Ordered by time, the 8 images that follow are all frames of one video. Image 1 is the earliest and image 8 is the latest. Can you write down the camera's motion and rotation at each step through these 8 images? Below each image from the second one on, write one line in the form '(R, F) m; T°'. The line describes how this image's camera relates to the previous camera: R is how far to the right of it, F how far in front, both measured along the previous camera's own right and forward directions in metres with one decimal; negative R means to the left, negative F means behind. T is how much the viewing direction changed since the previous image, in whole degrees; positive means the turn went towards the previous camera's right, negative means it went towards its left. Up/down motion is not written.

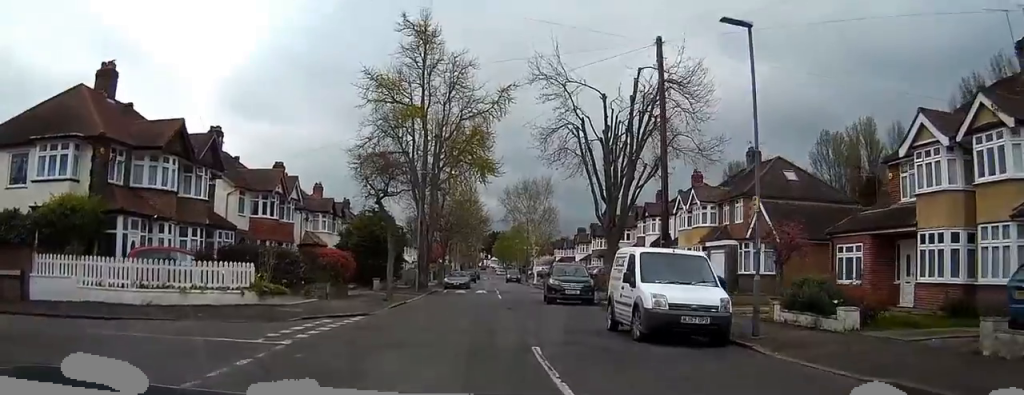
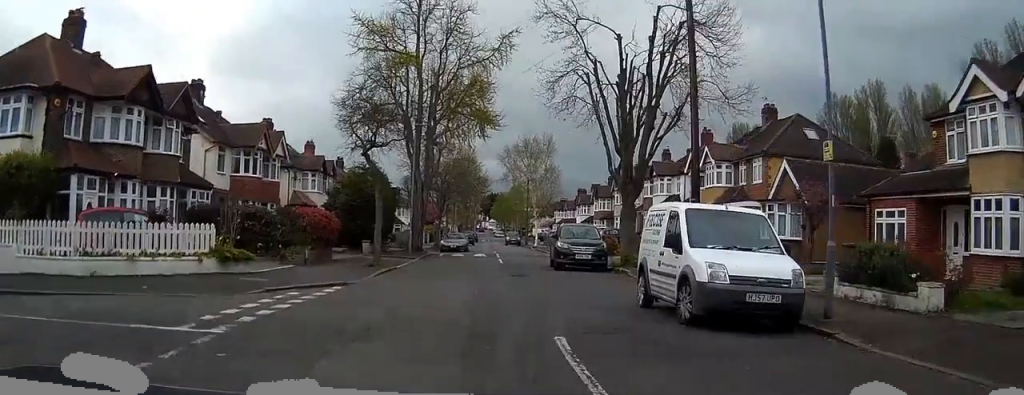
(0.0, +3.3) m; +2°
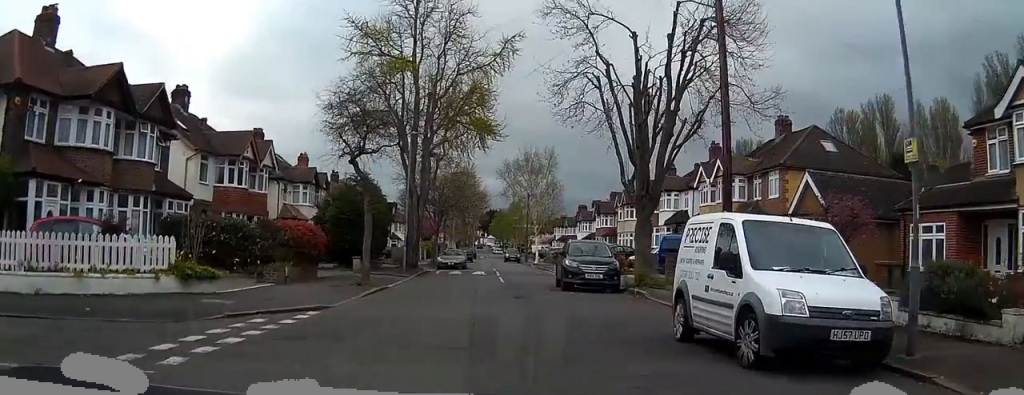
(-0.1, +2.4) m; +3°
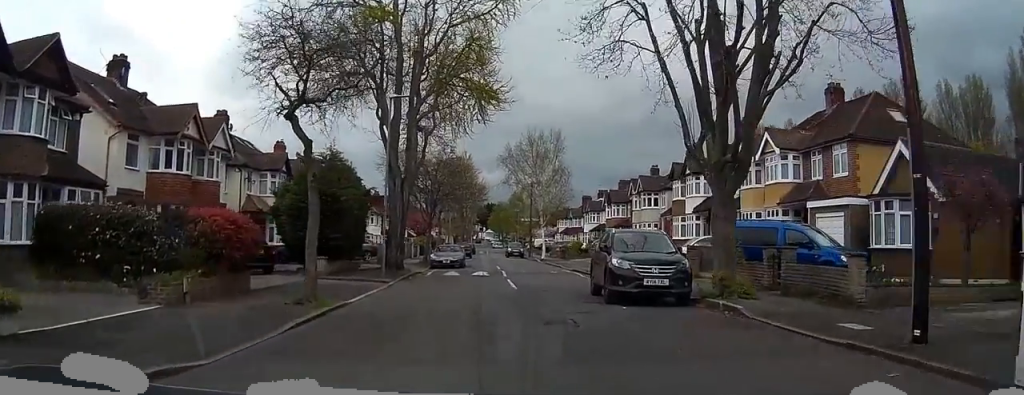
(+0.5, +7.8) m; +1°
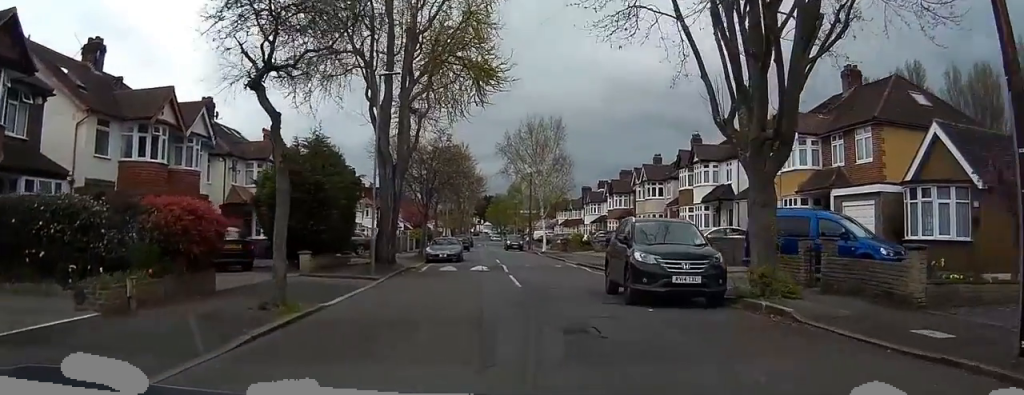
(0.0, +2.4) m; -2°
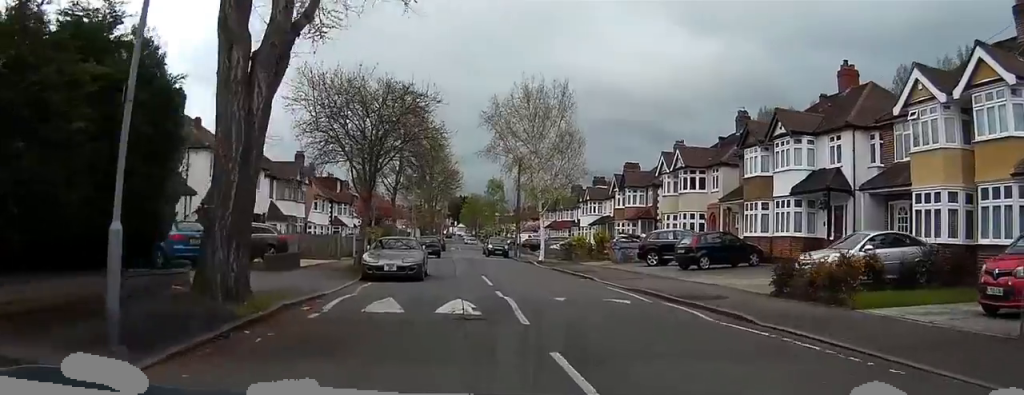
(-0.8, +16.5) m; -4°
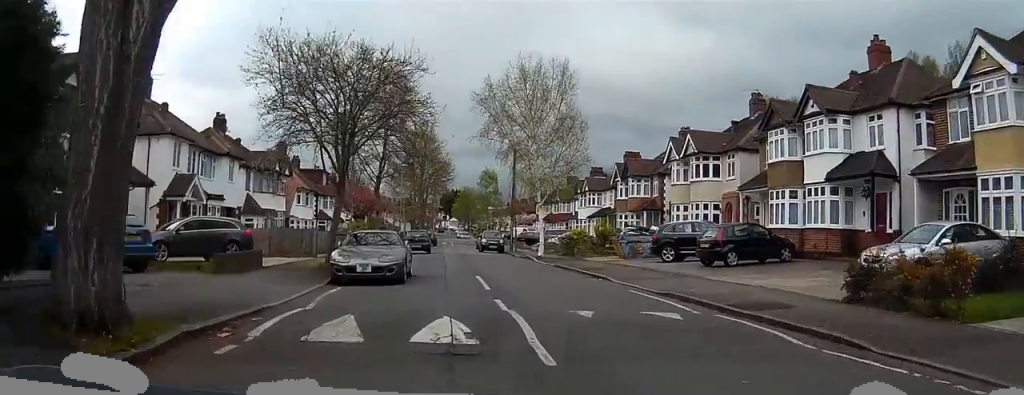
(-0.2, +3.9) m; 0°
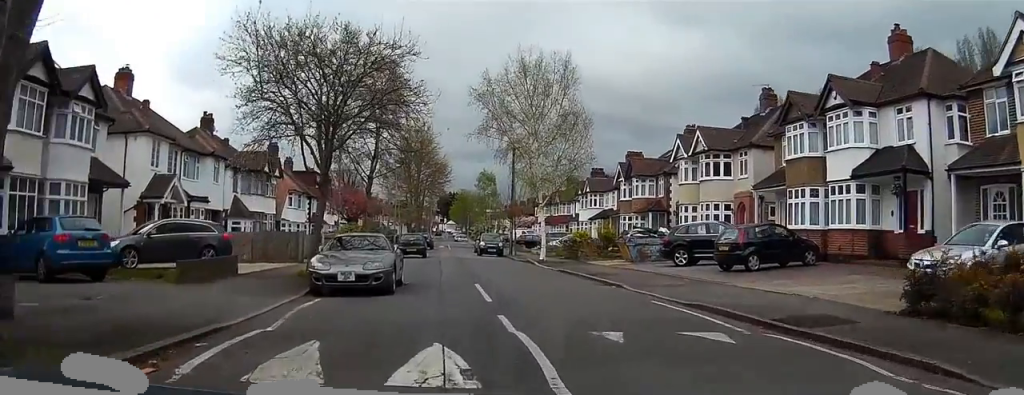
(+0.1, +2.0) m; 0°
